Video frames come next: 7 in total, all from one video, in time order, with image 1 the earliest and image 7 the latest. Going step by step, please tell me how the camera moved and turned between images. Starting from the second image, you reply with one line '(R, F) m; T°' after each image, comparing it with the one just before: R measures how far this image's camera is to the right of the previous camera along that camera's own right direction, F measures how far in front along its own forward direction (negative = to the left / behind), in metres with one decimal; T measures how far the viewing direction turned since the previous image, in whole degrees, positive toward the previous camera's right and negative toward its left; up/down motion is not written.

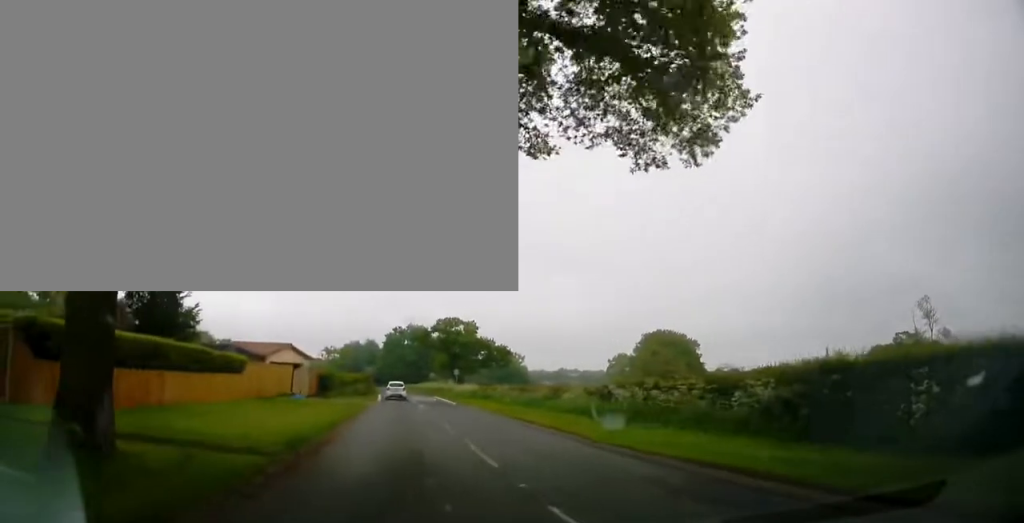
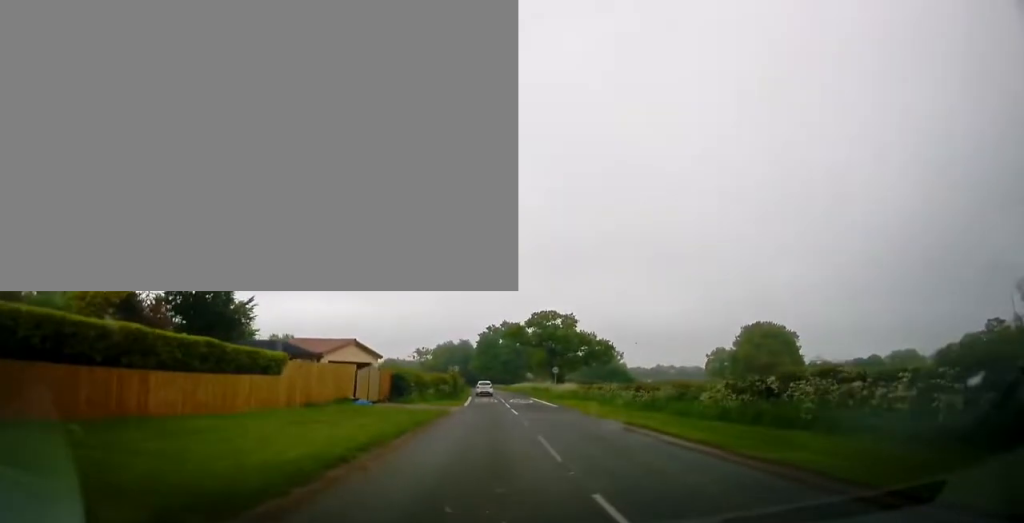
(-0.9, +6.2) m; -12°
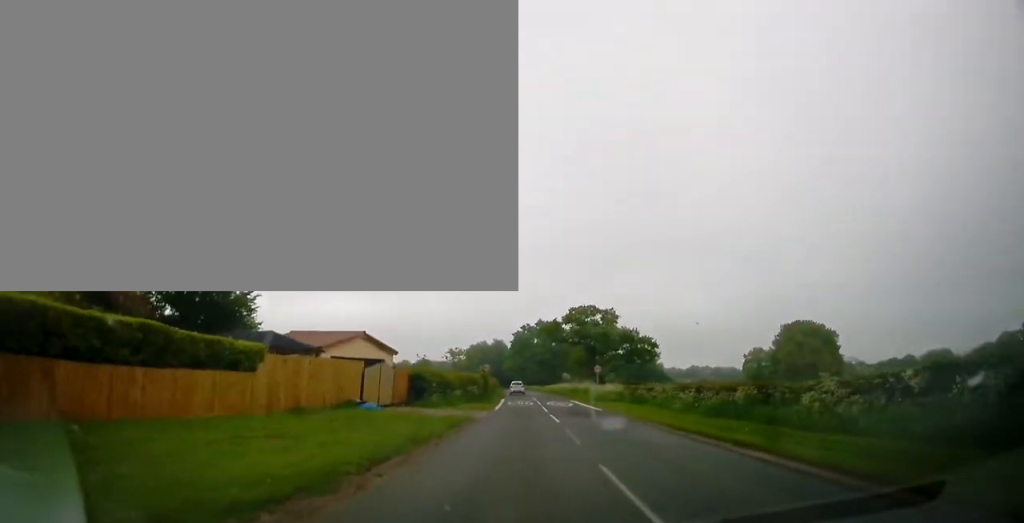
(-0.2, +4.8) m; -1°
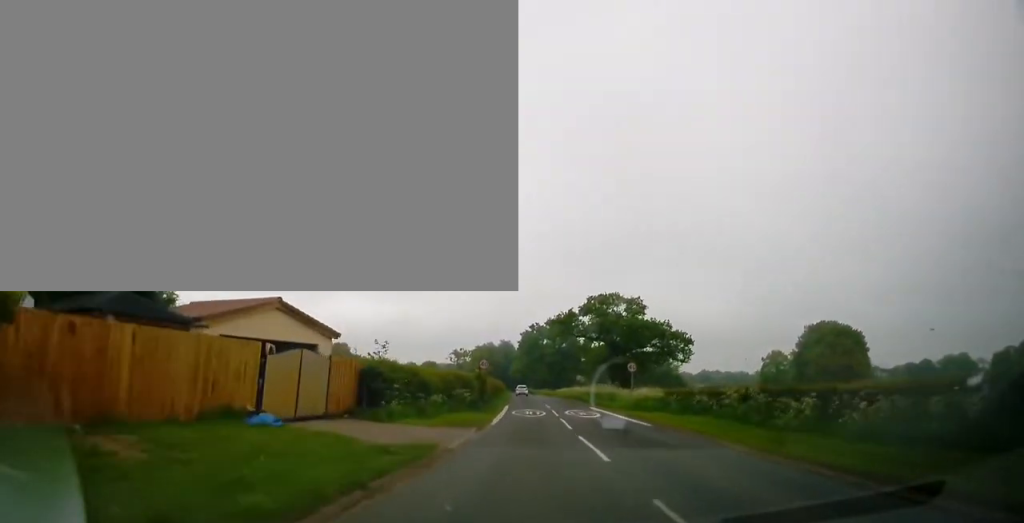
(+0.5, +10.9) m; +4°
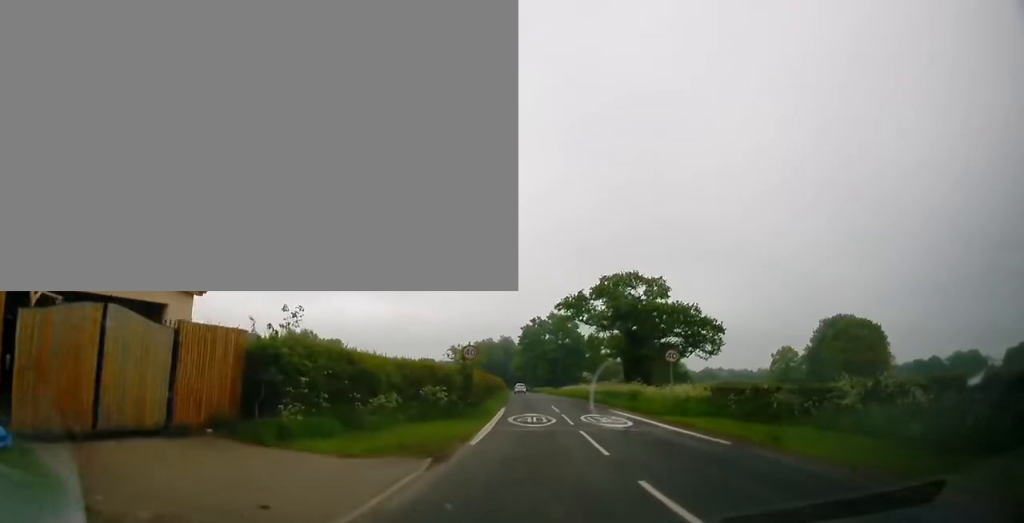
(-0.1, +8.5) m; -4°
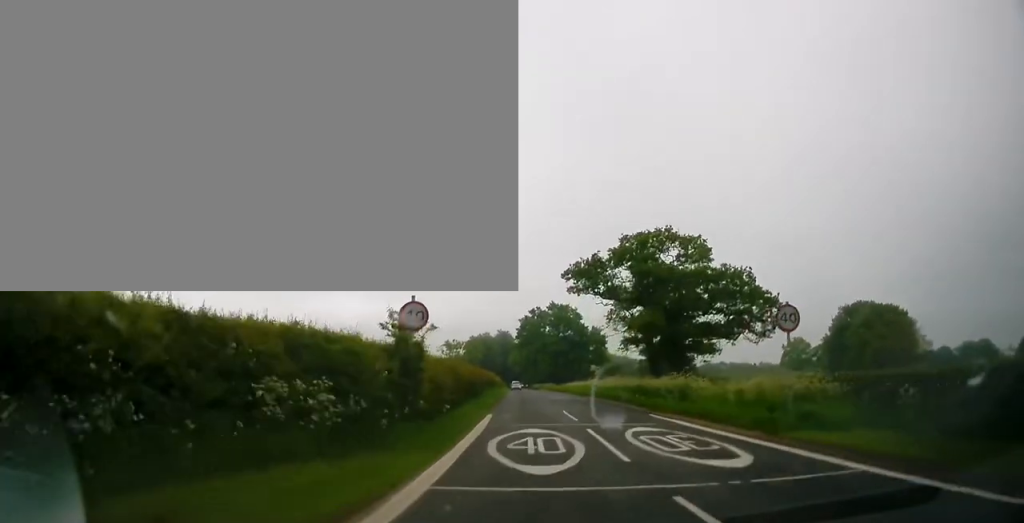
(-0.2, +10.9) m; +3°
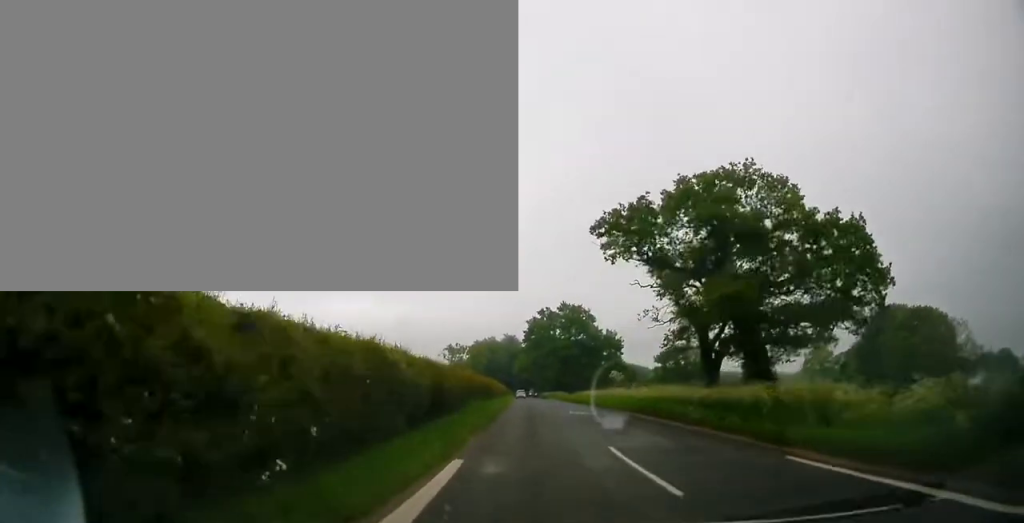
(+0.5, +11.8) m; 0°
